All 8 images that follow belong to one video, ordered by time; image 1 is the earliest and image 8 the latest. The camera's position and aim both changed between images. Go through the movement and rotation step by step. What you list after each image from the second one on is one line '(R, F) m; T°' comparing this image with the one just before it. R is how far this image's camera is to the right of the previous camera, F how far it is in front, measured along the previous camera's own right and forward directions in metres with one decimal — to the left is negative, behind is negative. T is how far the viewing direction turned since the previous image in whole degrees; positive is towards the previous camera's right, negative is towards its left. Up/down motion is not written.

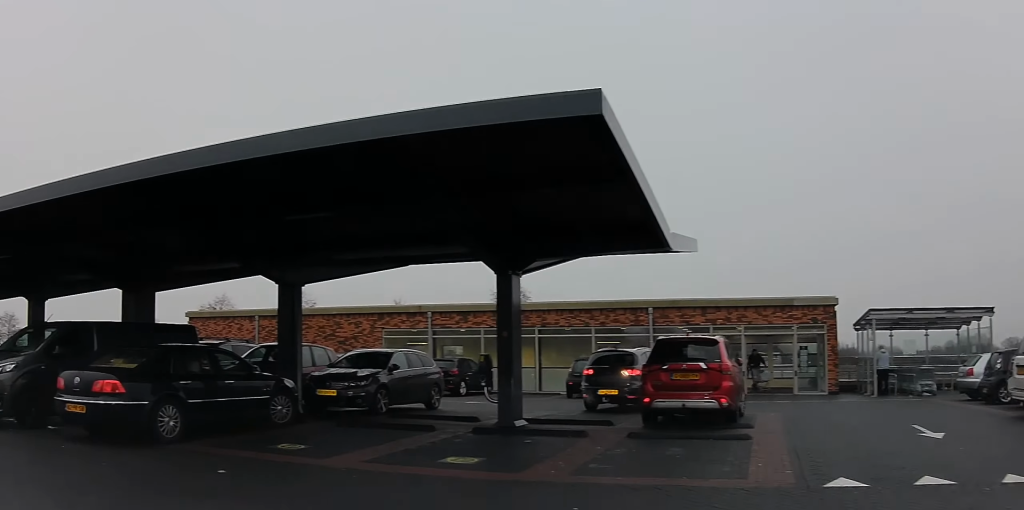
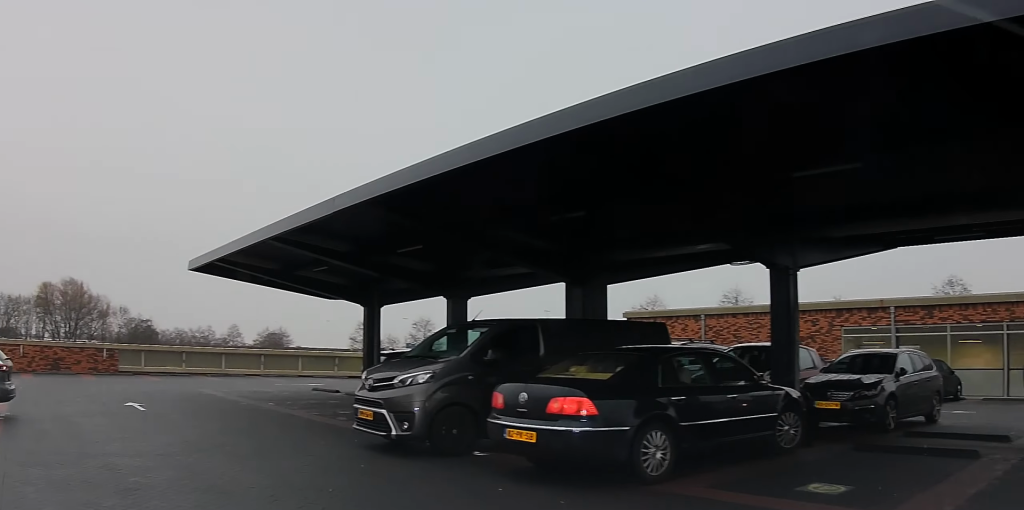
(-0.6, +3.0) m; -25°
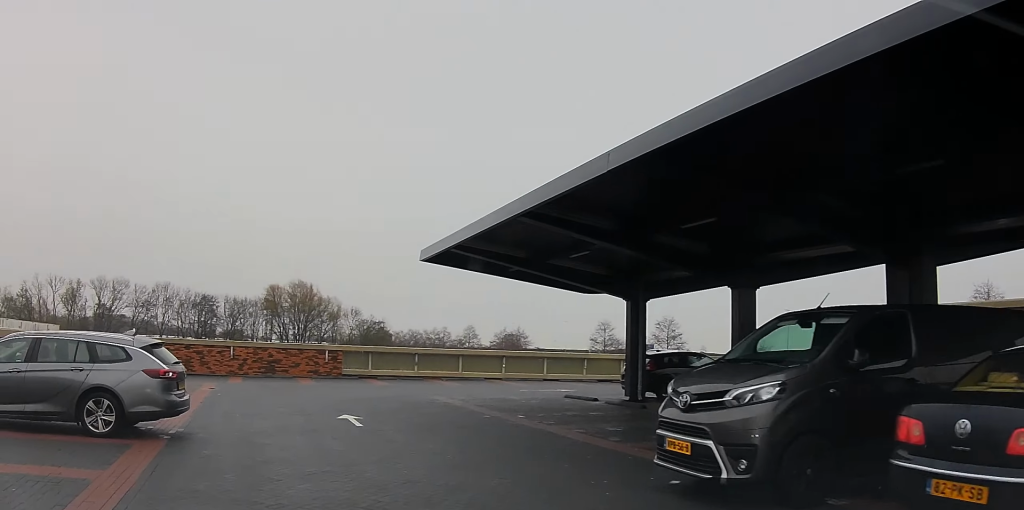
(-0.7, +3.1) m; -18°
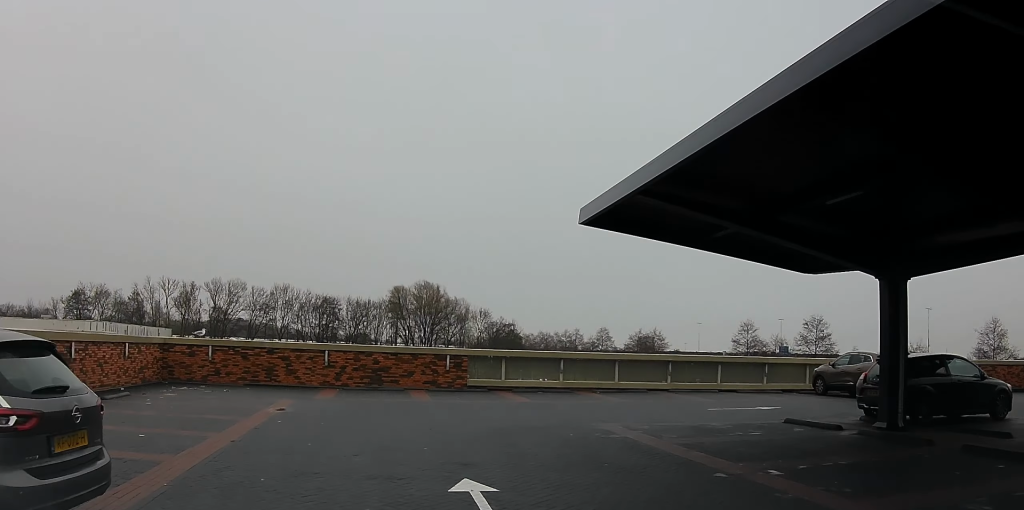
(-1.3, +7.1) m; -16°
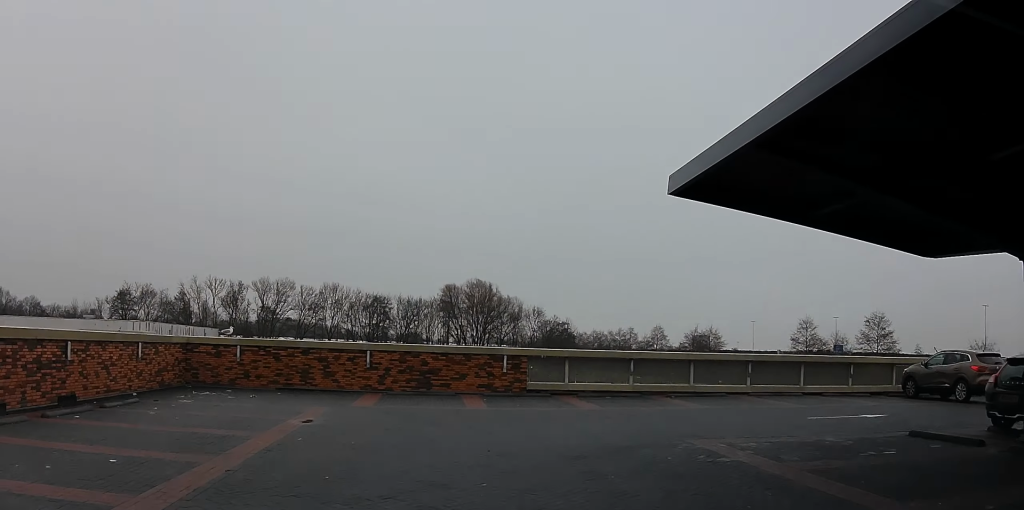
(-0.1, +2.8) m; -2°
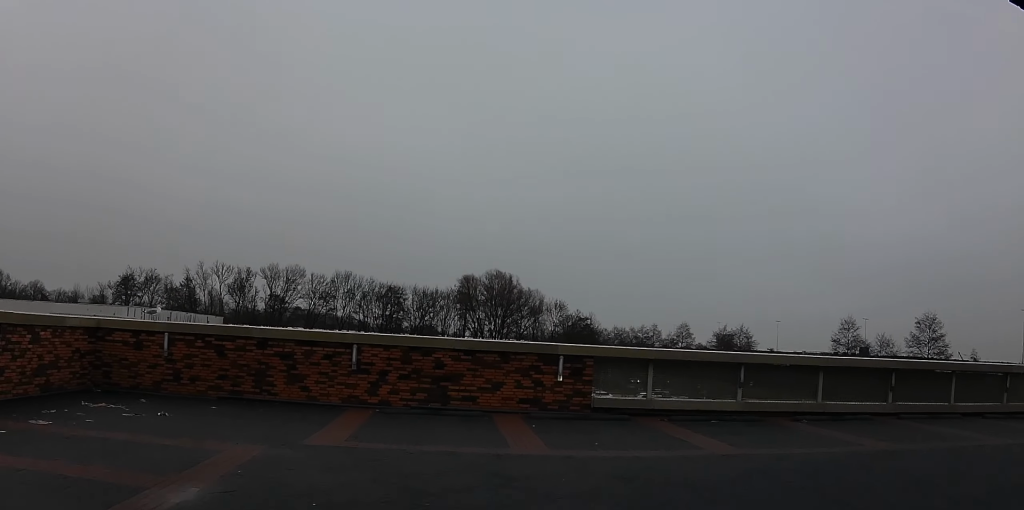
(-0.3, +8.2) m; +1°
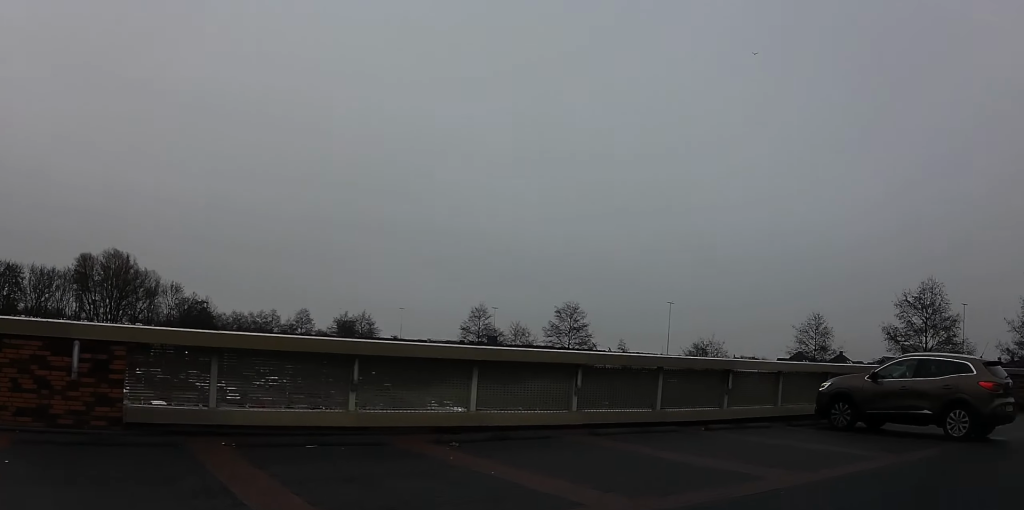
(+0.8, +5.5) m; +27°
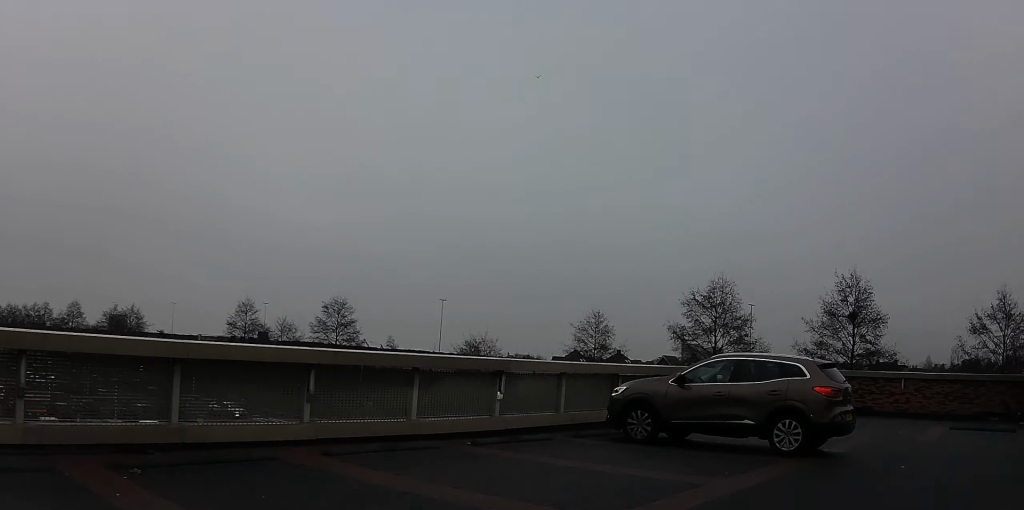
(+0.4, +2.5) m; +27°
